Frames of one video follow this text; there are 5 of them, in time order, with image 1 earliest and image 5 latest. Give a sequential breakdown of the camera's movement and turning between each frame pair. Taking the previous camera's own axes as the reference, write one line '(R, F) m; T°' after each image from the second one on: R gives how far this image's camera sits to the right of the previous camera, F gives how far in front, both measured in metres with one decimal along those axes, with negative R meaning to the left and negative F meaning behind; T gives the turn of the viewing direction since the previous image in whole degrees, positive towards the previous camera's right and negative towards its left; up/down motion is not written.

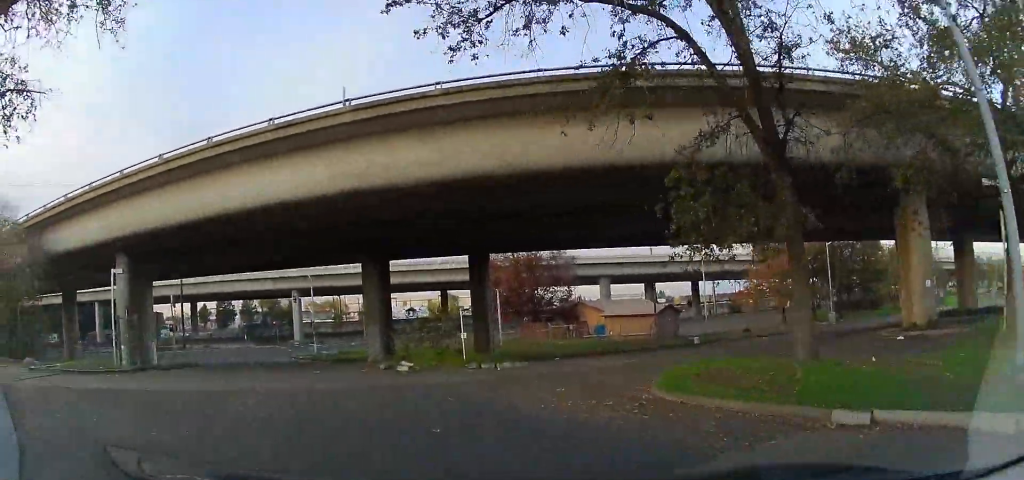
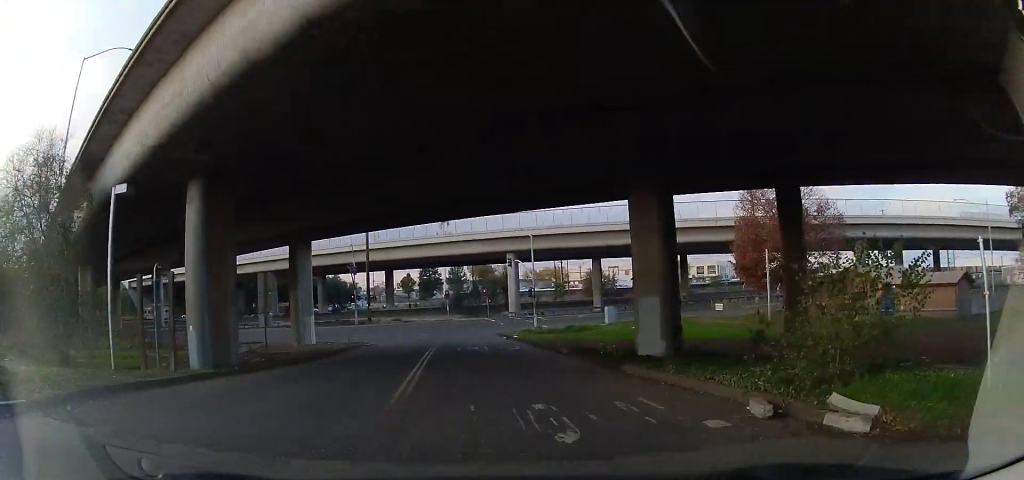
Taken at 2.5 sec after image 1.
(-4.5, +11.5) m; -34°
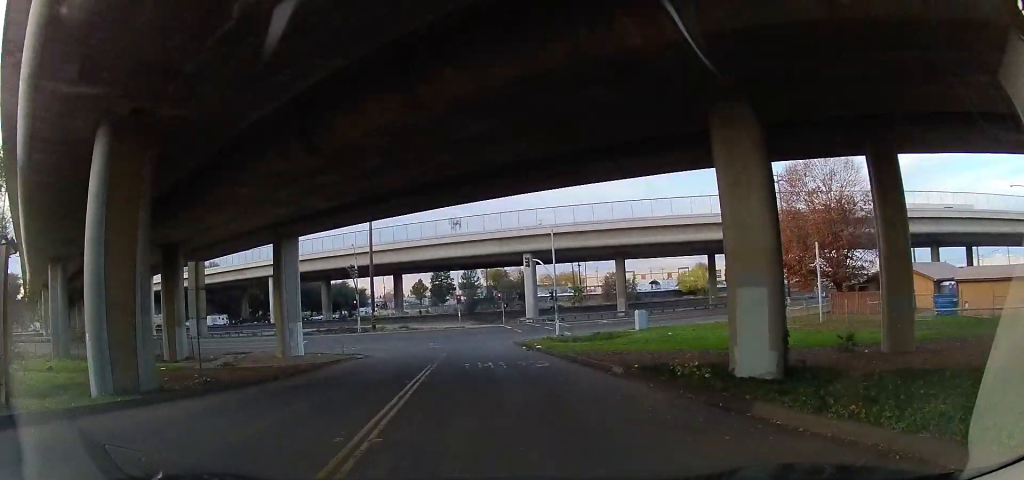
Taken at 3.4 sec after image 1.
(0.0, +5.5) m; 0°
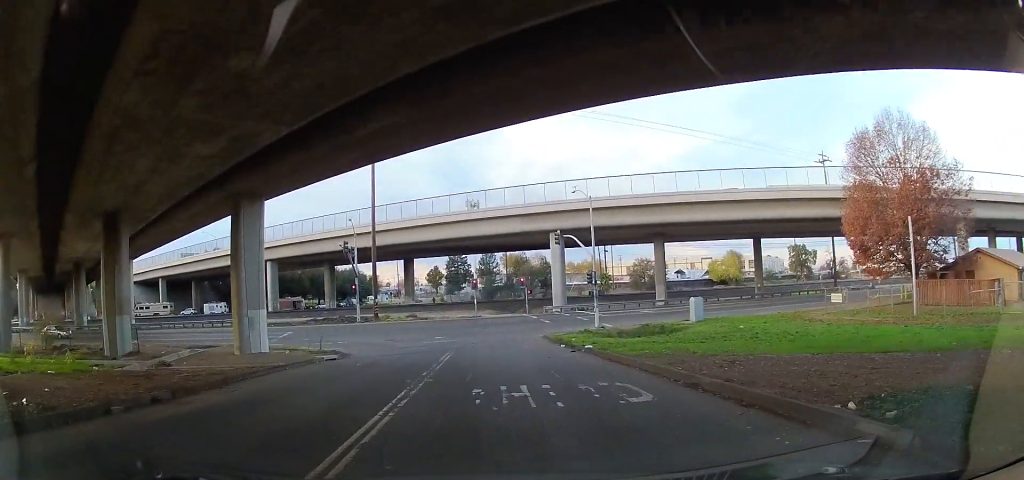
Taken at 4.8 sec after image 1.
(0.0, +9.0) m; +1°
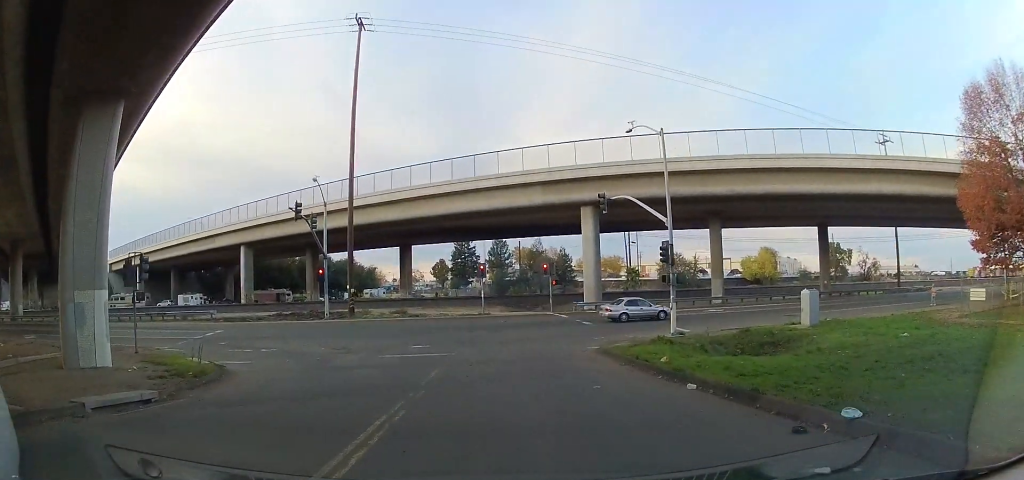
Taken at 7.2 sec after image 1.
(+0.3, +16.1) m; -6°
